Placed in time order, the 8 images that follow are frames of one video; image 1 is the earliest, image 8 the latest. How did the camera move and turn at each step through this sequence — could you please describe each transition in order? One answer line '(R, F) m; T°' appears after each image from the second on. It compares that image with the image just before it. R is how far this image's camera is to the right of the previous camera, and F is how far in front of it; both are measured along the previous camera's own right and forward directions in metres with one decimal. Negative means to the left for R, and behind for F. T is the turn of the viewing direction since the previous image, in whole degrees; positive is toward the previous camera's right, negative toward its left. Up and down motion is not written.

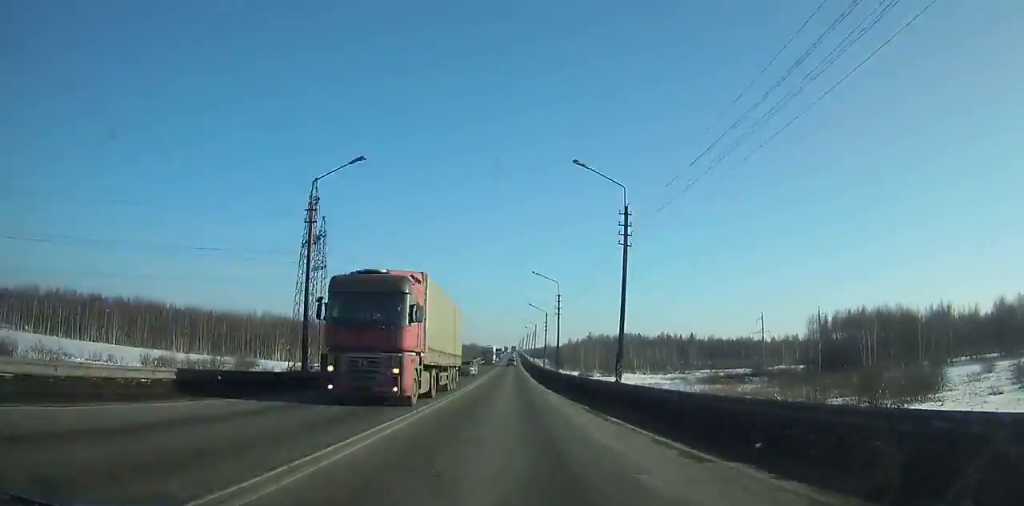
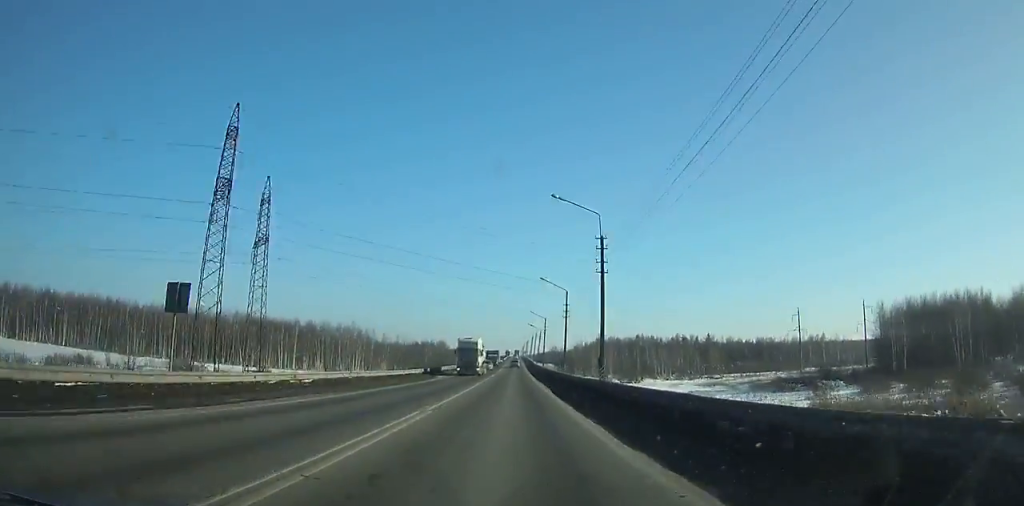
(0.0, +32.5) m; 0°
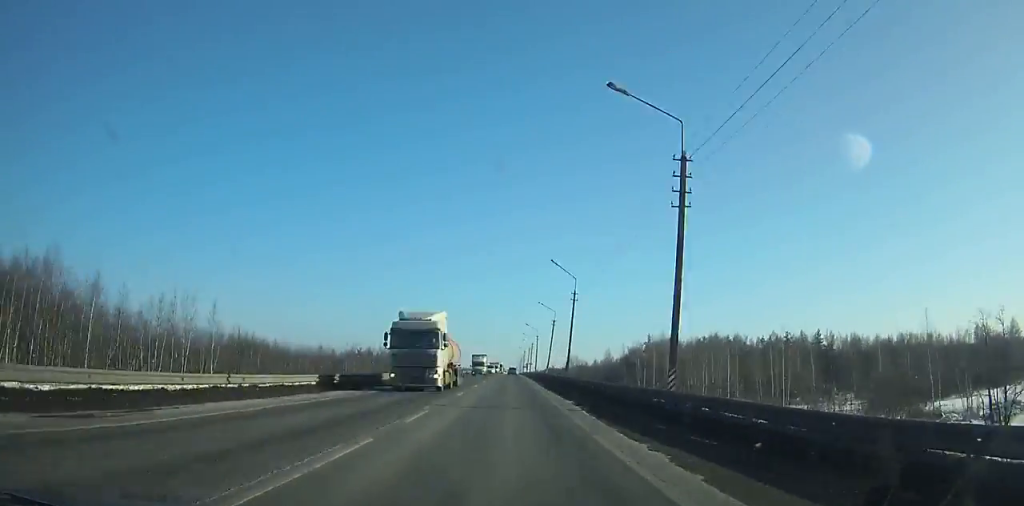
(-0.1, +154.5) m; 0°
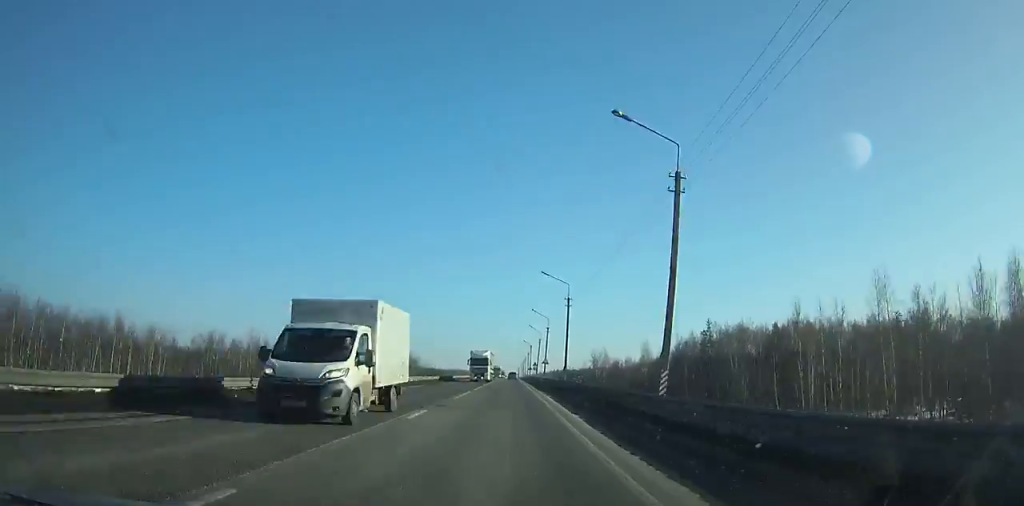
(-0.2, +70.0) m; 0°
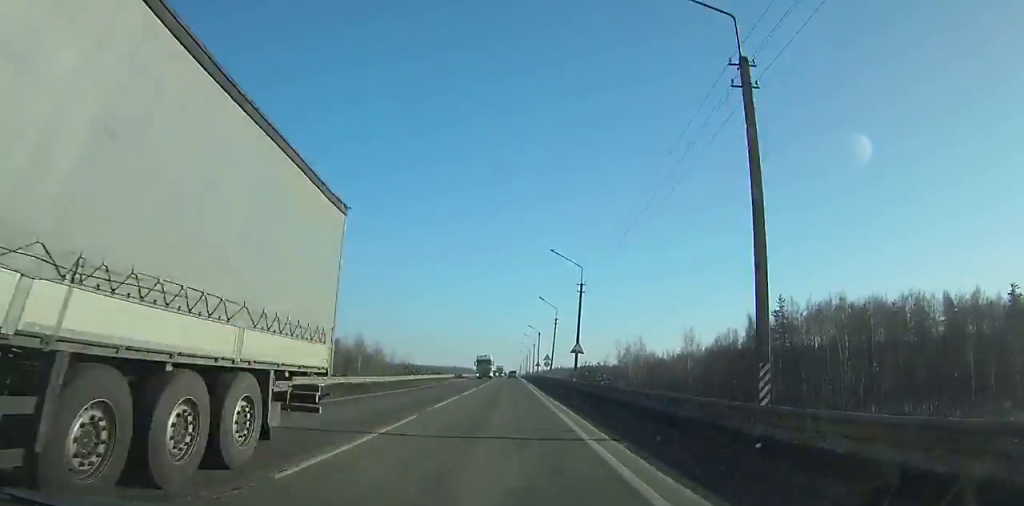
(0.0, +46.0) m; 0°
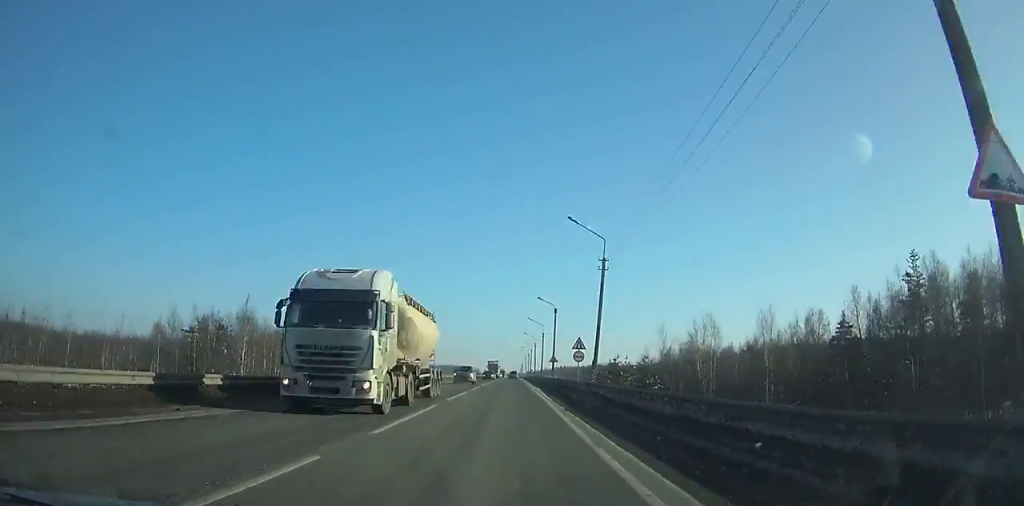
(0.0, +43.5) m; 0°
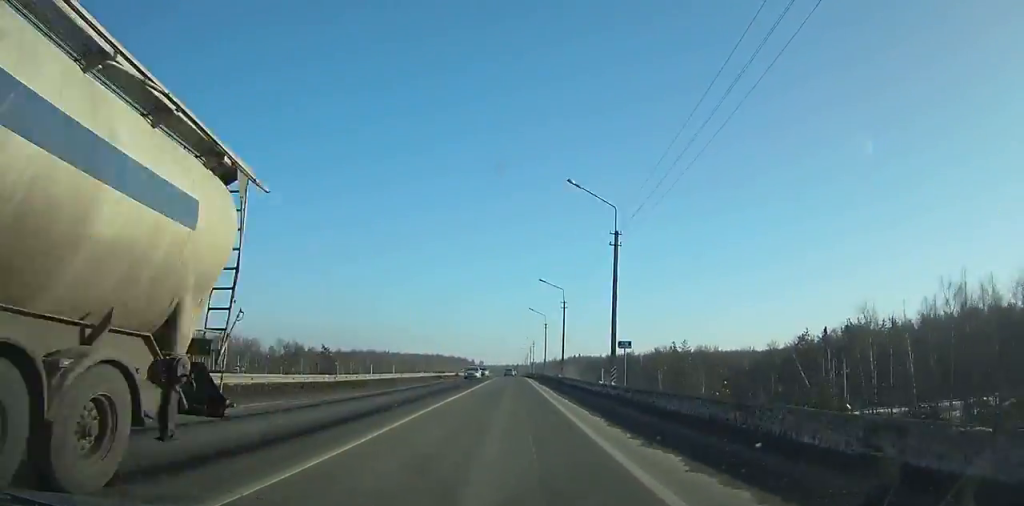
(-0.2, +142.9) m; 0°
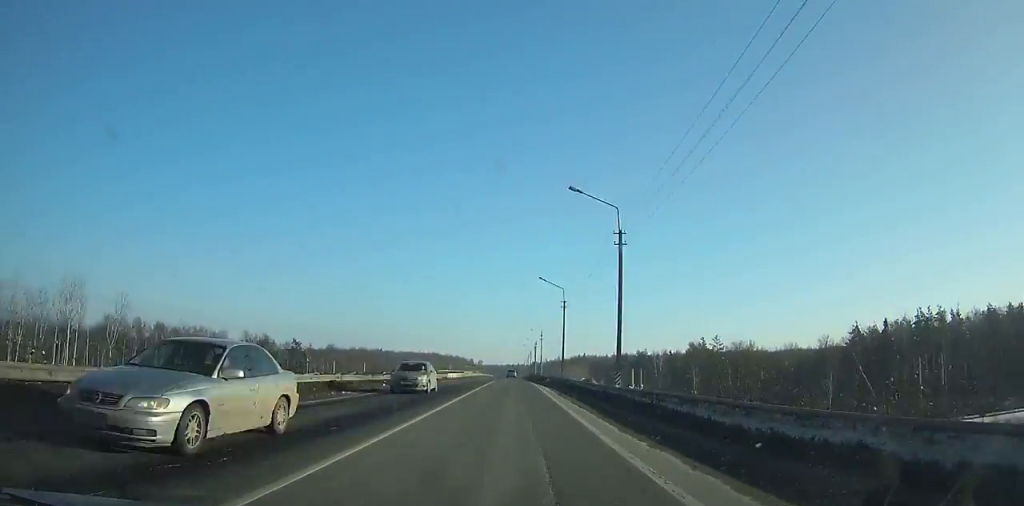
(0.0, +32.7) m; 0°
